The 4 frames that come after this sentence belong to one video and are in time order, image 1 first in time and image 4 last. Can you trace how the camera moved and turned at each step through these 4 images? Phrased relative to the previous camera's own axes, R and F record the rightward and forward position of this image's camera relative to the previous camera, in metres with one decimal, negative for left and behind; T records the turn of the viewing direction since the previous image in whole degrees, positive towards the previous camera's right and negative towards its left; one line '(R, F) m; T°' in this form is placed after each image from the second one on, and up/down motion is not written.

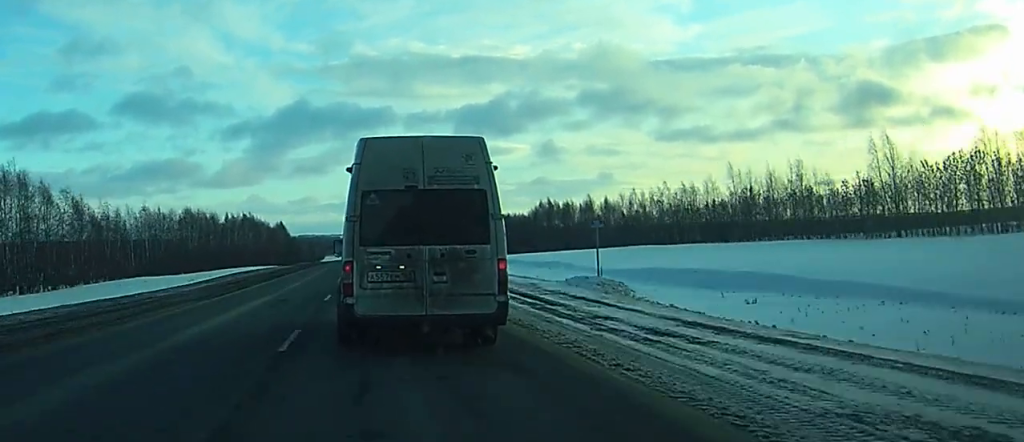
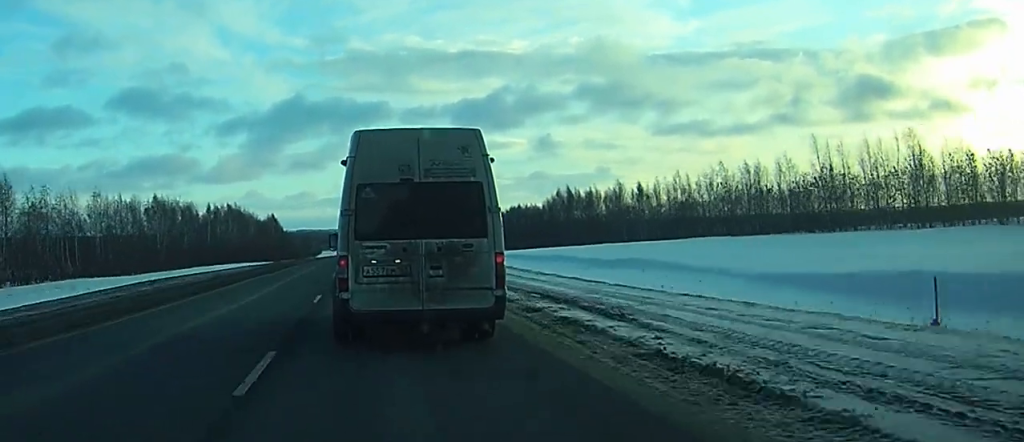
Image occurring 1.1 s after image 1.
(0.0, +27.6) m; 0°
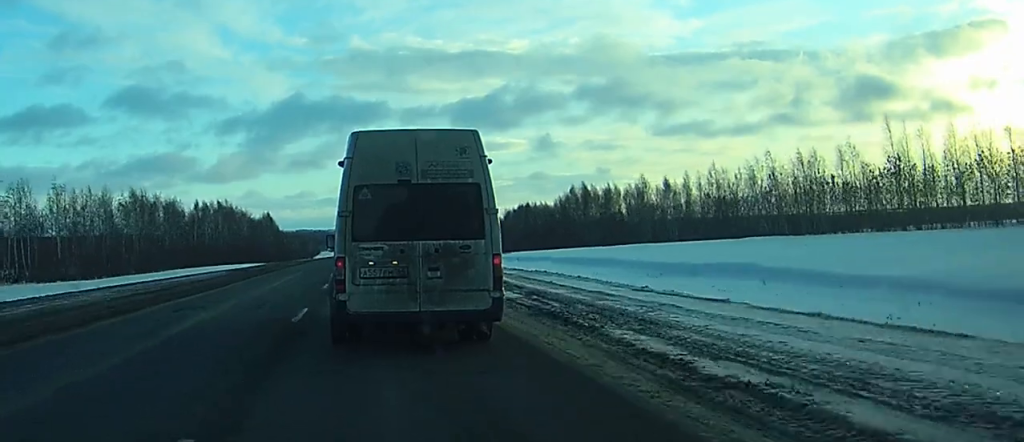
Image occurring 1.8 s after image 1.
(0.0, +16.8) m; 0°
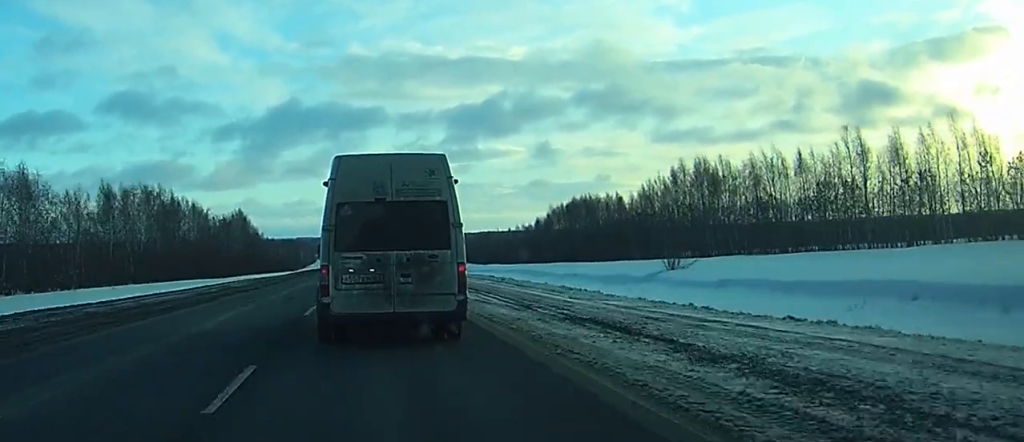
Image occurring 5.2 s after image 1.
(0.0, +79.5) m; 0°
